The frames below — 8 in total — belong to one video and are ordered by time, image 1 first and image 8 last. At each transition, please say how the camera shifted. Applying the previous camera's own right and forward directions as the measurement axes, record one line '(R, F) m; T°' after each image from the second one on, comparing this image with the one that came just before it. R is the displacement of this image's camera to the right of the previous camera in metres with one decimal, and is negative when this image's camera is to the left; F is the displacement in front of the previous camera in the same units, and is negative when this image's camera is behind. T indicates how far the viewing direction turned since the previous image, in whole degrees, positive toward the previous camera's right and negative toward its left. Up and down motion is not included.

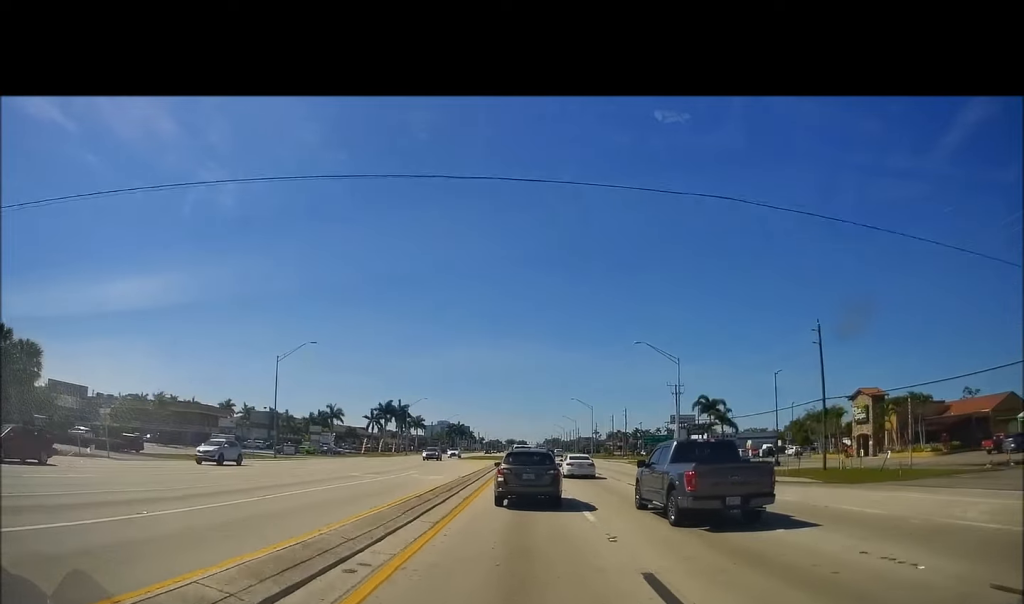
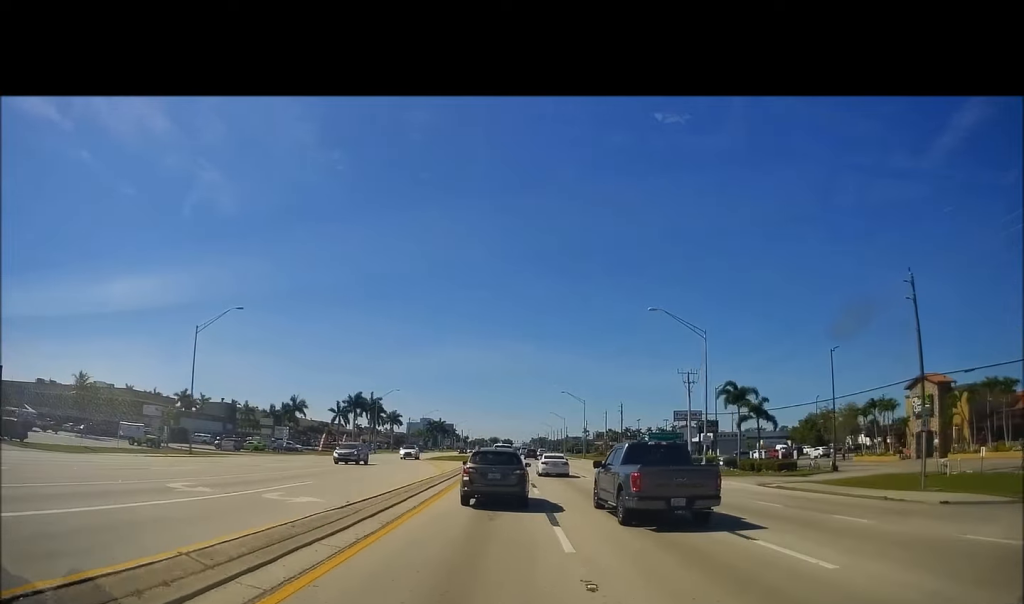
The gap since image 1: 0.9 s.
(+0.2, +15.4) m; +2°
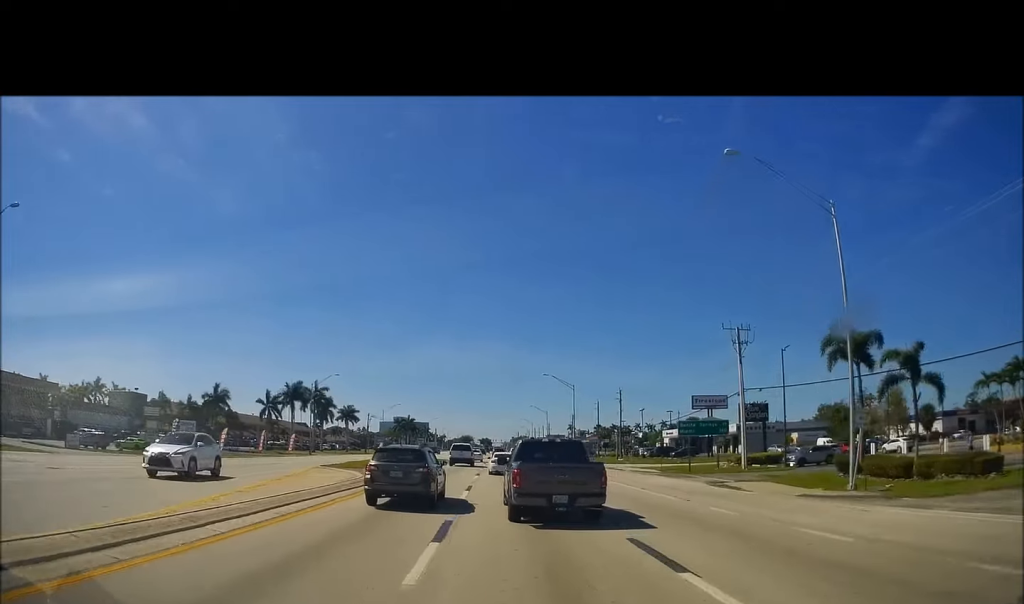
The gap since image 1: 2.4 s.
(+0.6, +26.6) m; +2°
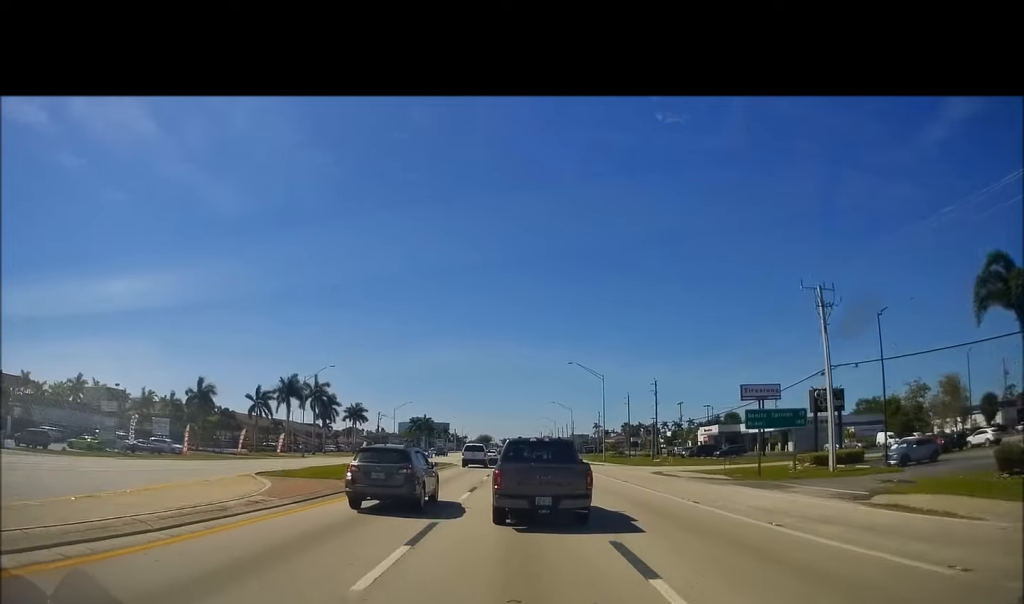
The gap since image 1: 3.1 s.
(0.0, +12.1) m; -1°
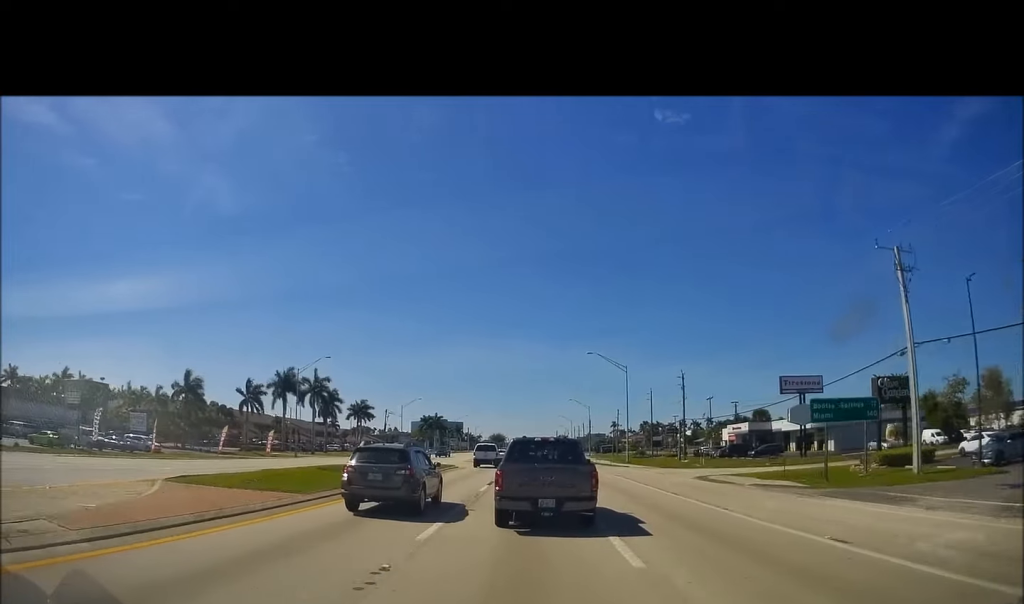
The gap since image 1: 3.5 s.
(0.0, +8.0) m; -1°
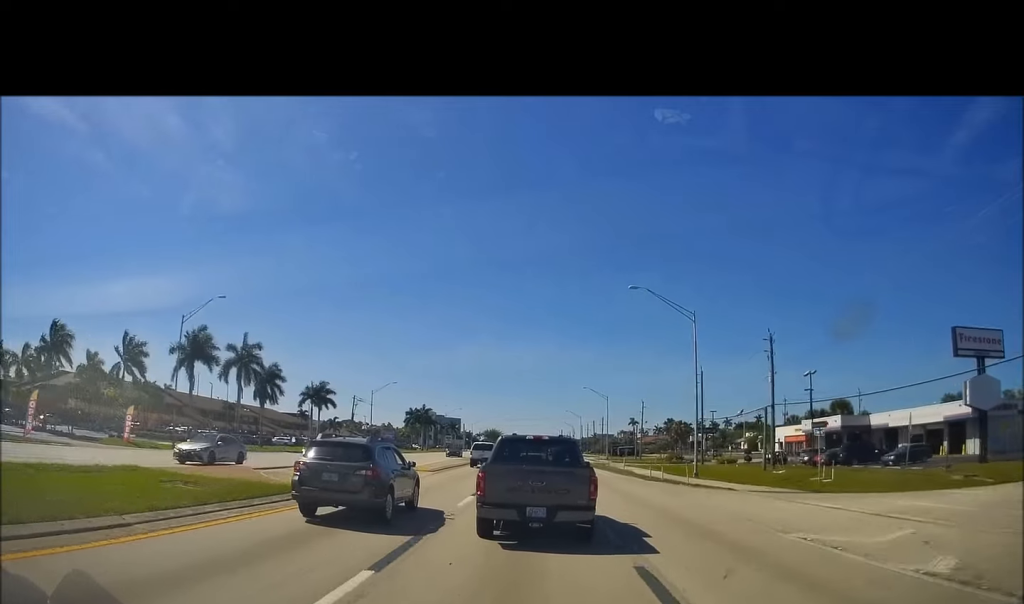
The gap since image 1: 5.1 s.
(-0.7, +30.8) m; -1°
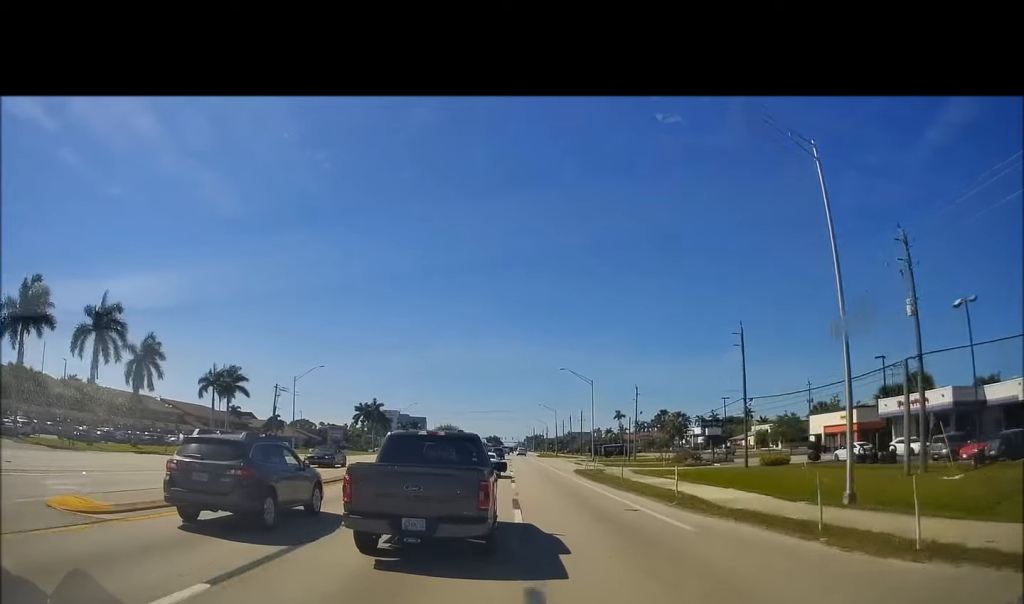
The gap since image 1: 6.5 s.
(0.0, +26.1) m; 0°
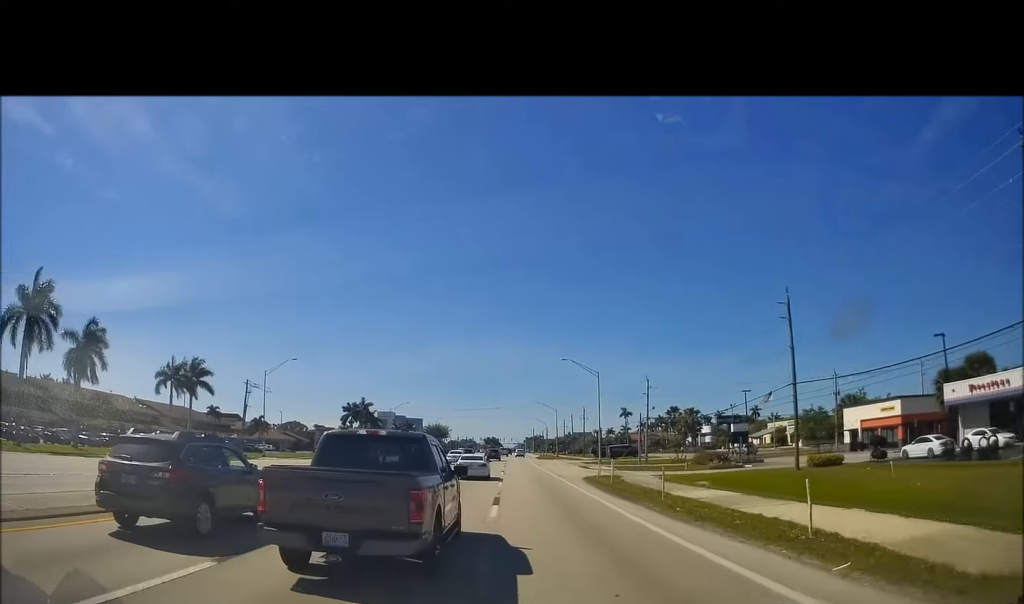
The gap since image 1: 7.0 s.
(0.0, +10.2) m; +1°
